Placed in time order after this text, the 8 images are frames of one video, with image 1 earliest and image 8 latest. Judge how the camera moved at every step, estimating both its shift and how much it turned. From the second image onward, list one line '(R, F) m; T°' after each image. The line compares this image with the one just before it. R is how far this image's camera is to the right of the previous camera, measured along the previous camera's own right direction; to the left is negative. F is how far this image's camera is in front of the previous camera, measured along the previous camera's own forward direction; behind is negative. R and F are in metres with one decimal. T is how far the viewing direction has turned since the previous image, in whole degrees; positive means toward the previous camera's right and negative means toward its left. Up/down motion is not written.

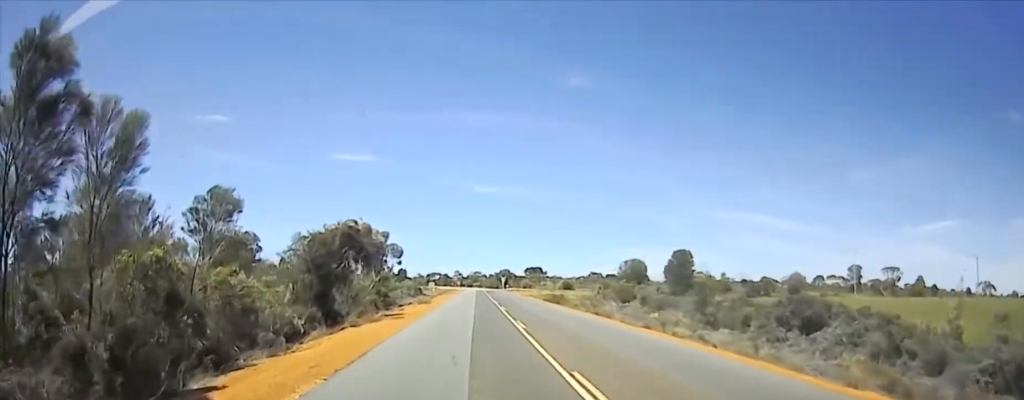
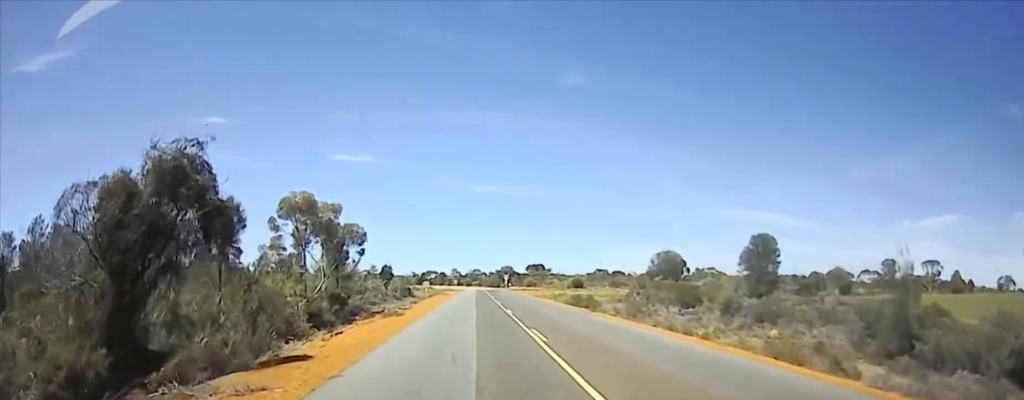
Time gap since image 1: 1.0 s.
(0.0, +13.3) m; 0°
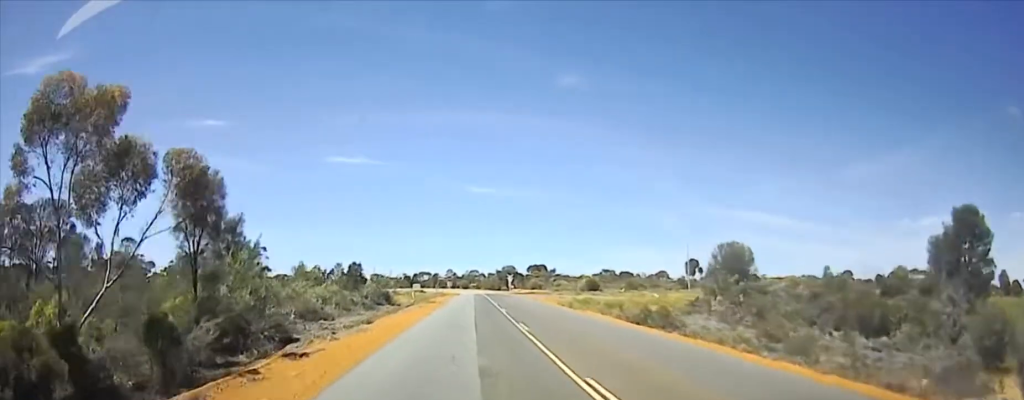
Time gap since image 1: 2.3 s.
(0.0, +14.3) m; 0°
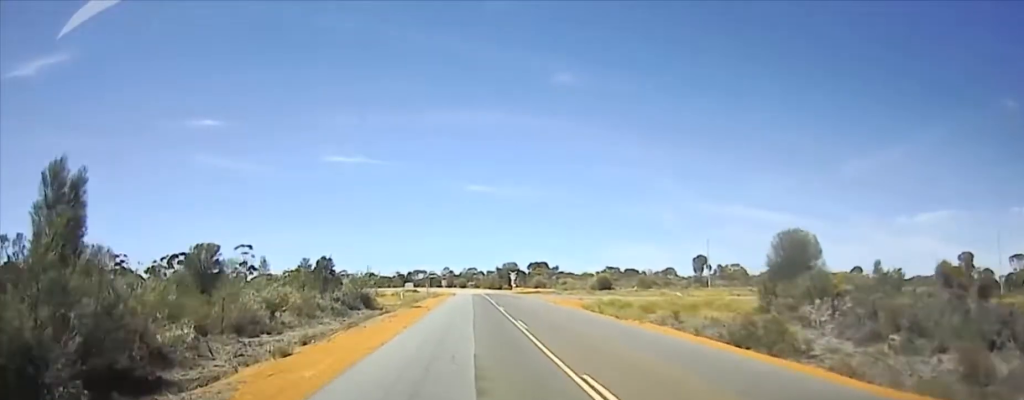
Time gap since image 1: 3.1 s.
(-0.1, +10.4) m; 0°
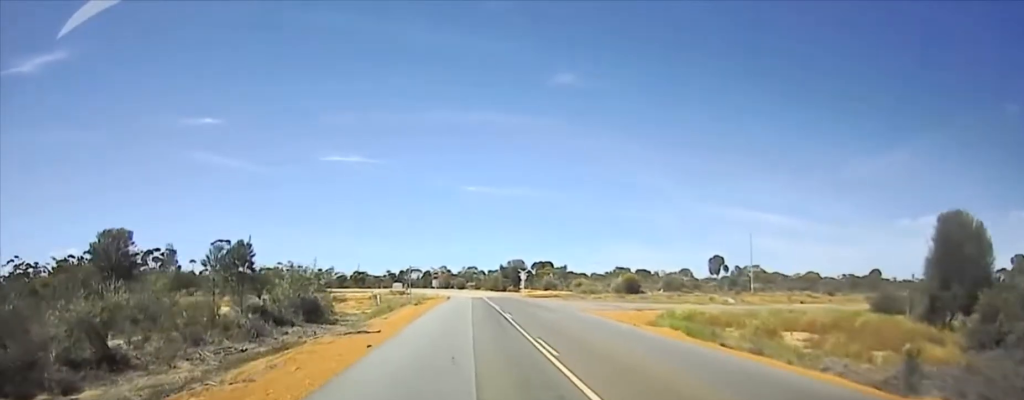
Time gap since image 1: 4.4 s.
(0.0, +20.7) m; 0°
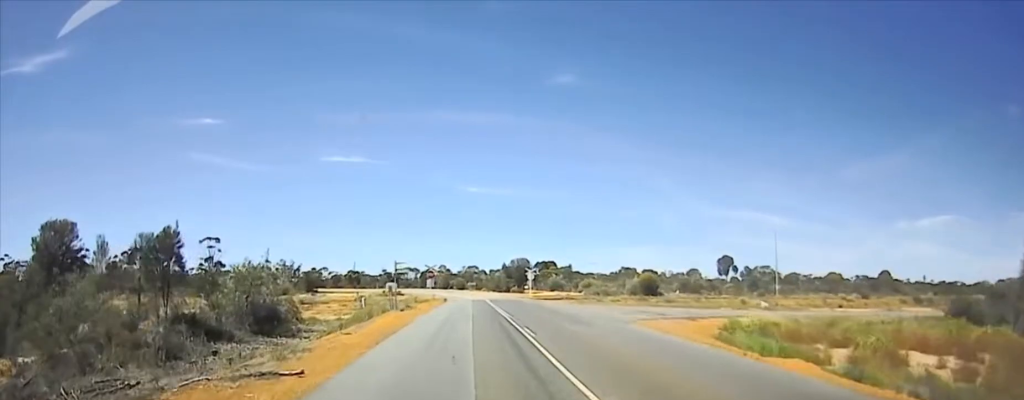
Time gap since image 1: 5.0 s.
(0.0, +10.2) m; 0°
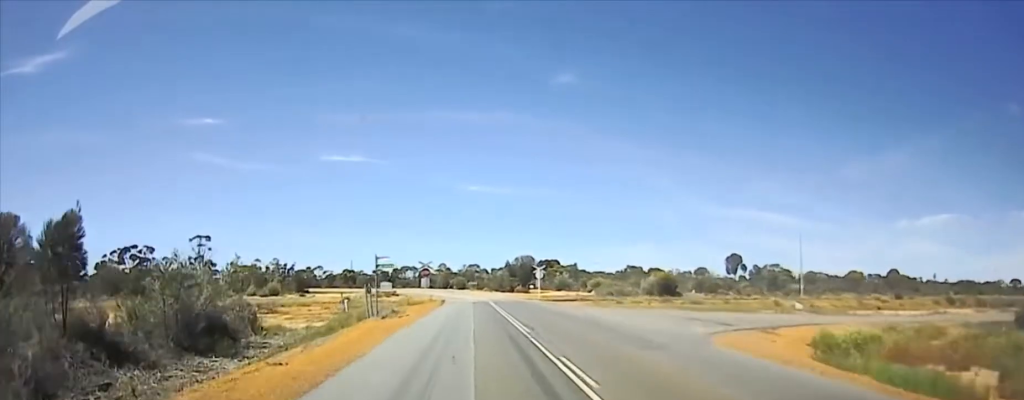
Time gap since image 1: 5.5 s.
(0.0, +9.6) m; 0°
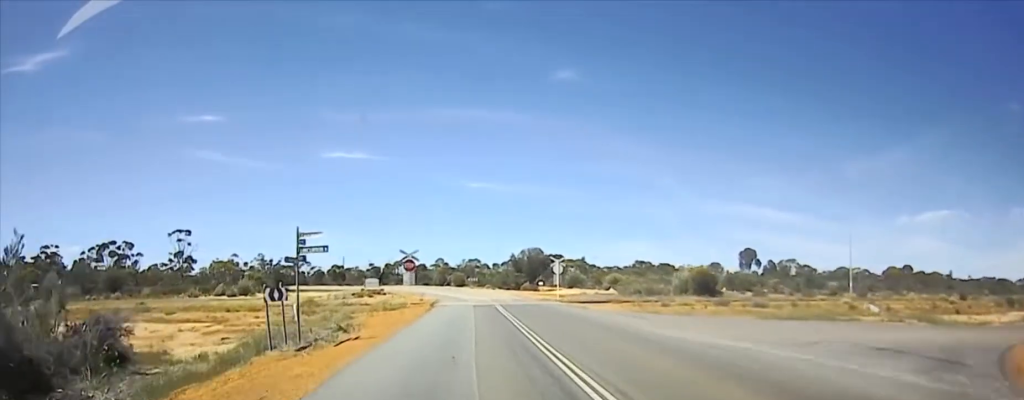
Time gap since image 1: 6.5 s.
(-0.1, +18.8) m; 0°
